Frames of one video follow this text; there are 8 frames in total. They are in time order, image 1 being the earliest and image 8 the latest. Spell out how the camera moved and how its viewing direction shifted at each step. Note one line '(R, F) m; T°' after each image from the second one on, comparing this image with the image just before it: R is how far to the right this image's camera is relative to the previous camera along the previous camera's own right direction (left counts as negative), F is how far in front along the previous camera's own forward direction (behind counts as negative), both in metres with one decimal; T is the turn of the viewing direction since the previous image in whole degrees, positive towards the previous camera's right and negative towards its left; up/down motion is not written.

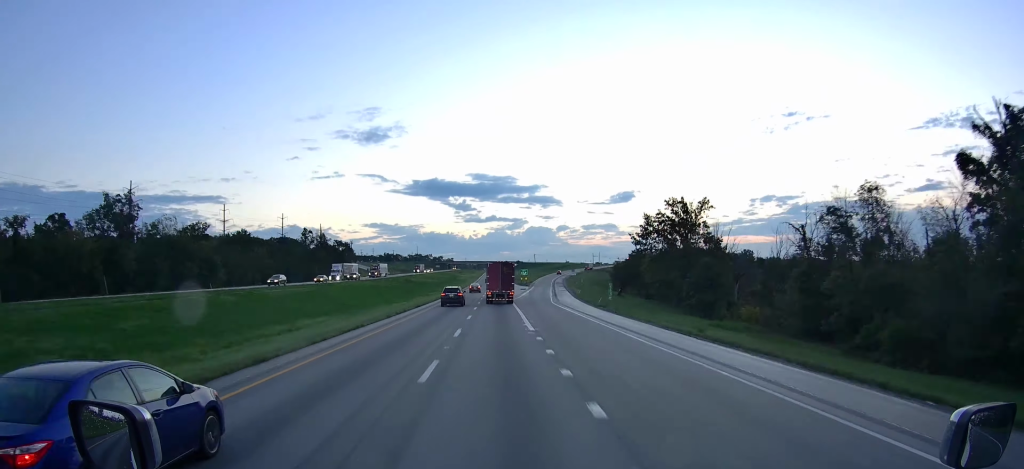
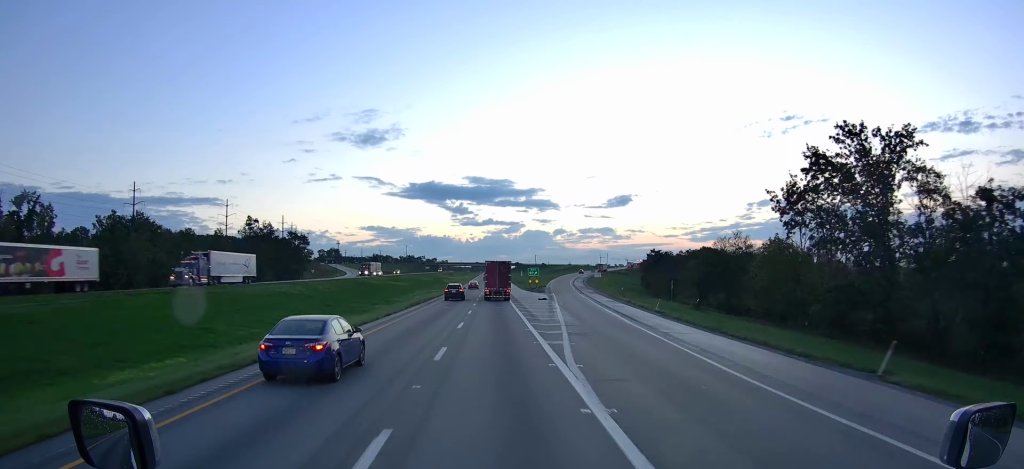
(+0.1, +56.1) m; 0°
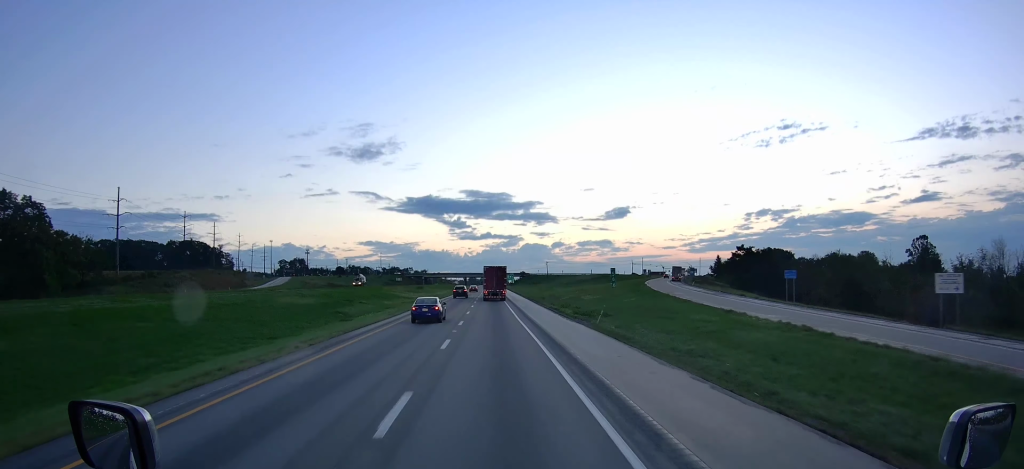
(+0.1, +128.4) m; 0°
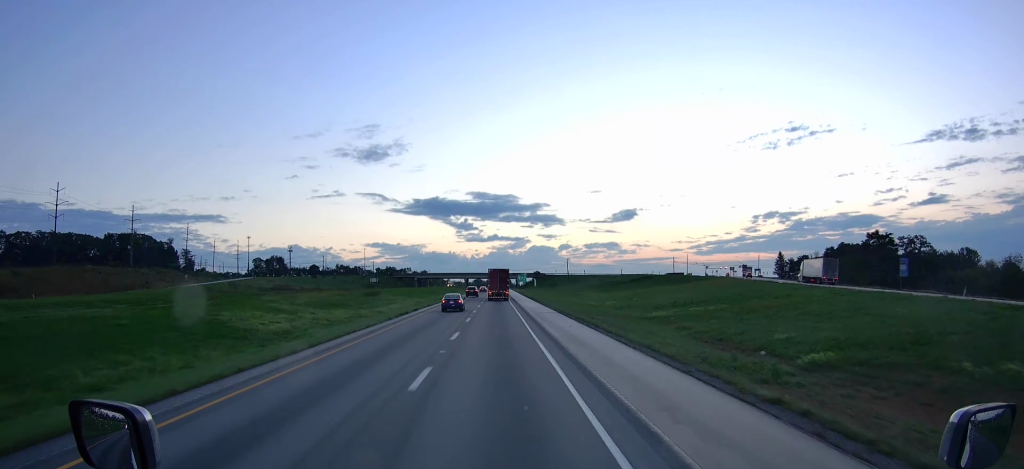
(-0.2, +80.7) m; 0°
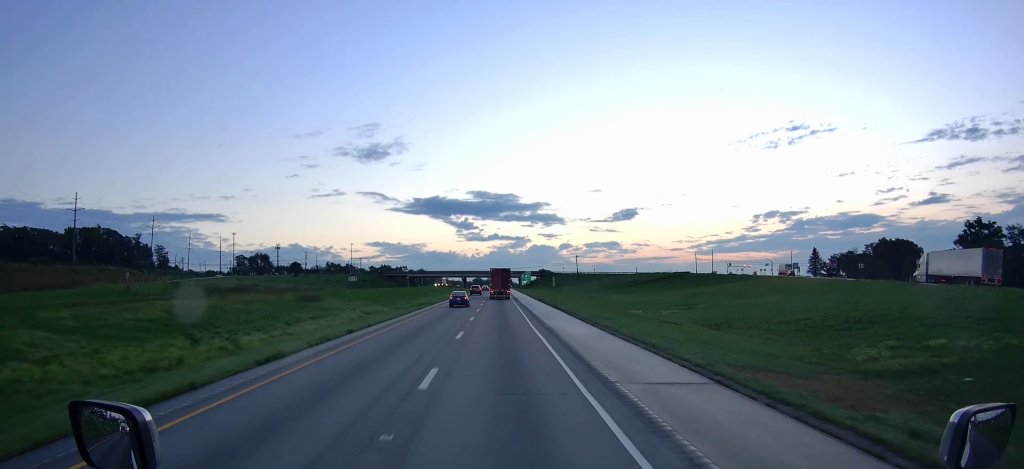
(-0.3, +36.1) m; 0°
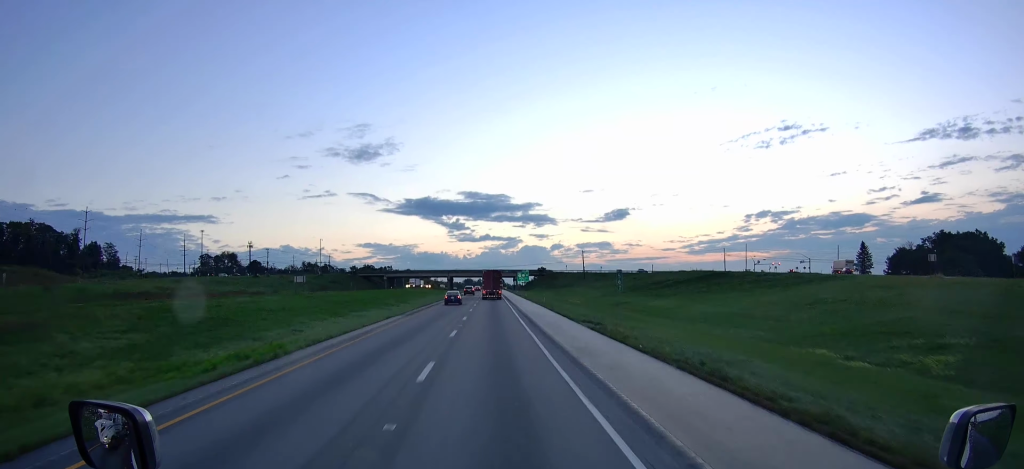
(+0.2, +47.3) m; 0°
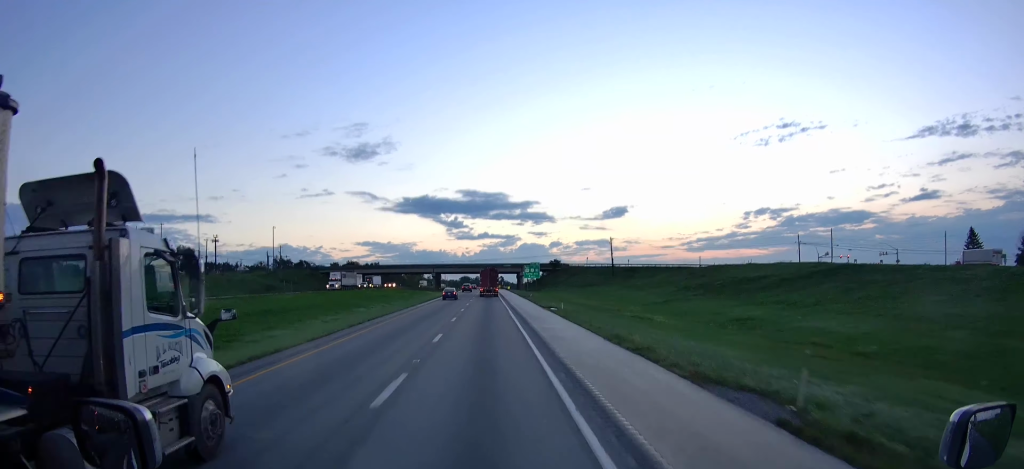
(+0.3, +64.1) m; 0°
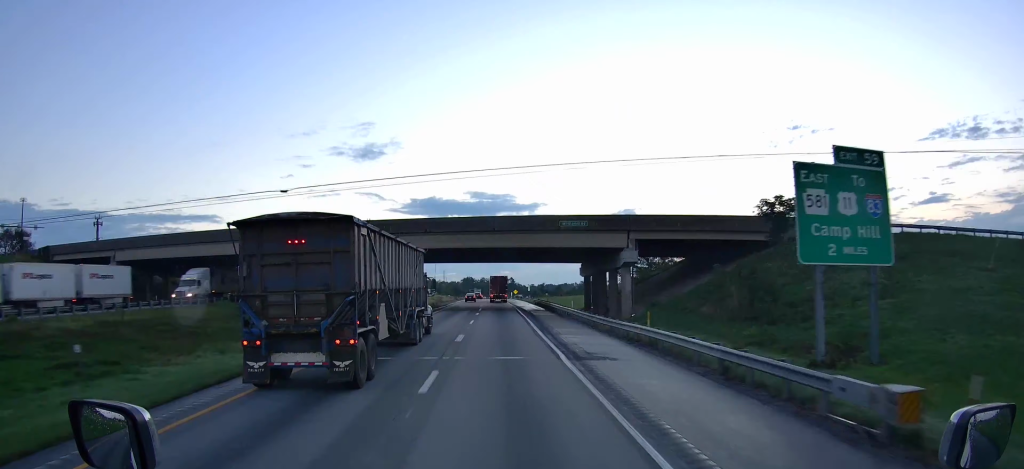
(-0.8, +156.9) m; 0°
